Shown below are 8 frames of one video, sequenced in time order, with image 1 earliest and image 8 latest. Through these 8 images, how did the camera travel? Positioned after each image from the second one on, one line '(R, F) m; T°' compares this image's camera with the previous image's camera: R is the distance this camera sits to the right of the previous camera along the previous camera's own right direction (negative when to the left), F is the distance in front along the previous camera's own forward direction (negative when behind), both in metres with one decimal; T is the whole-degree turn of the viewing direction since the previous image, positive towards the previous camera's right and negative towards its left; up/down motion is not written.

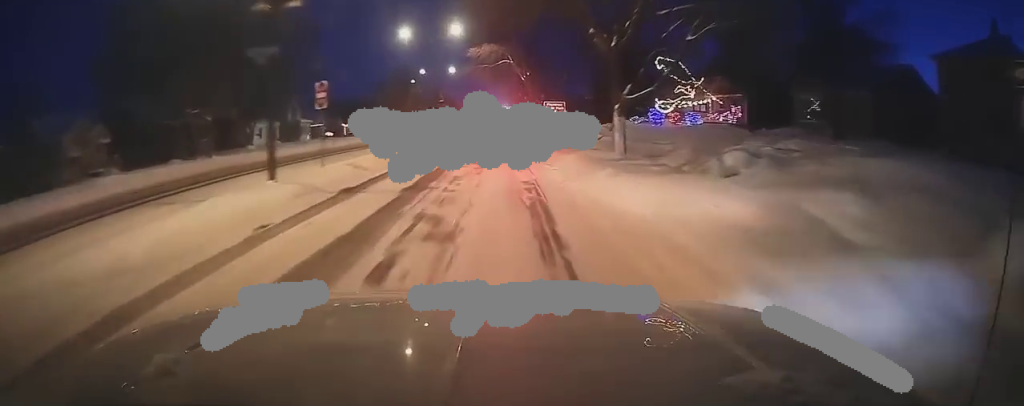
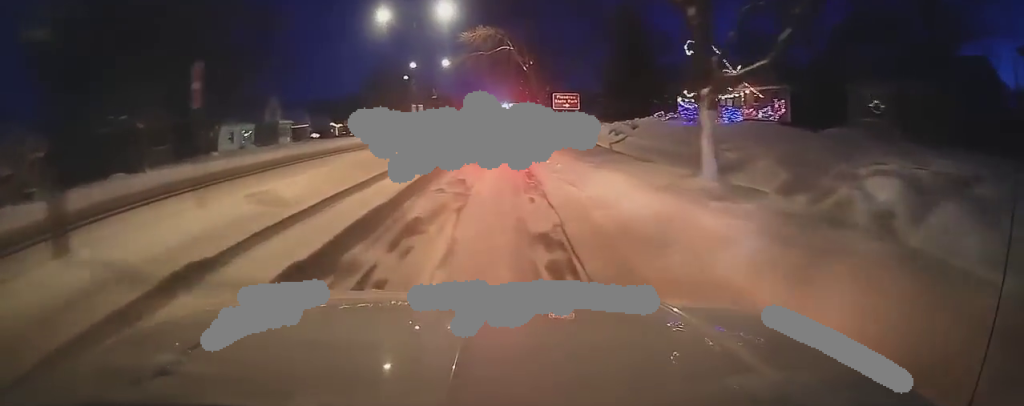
(-0.1, +7.9) m; 0°
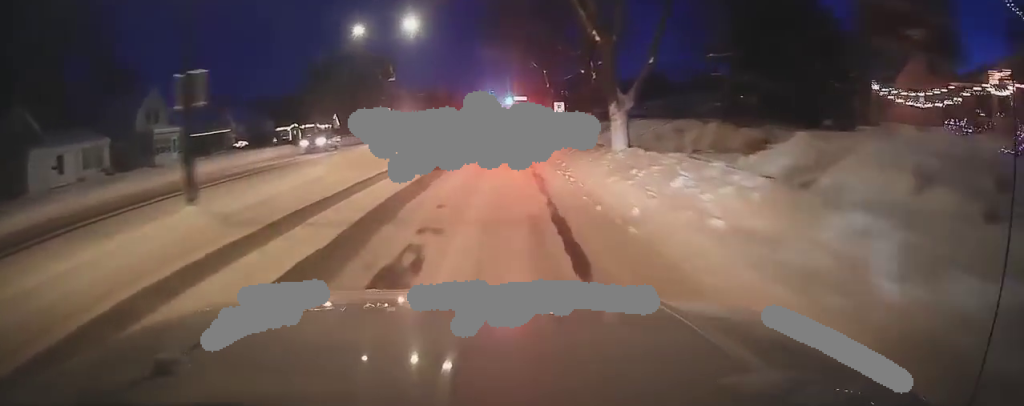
(-0.1, +28.3) m; -1°
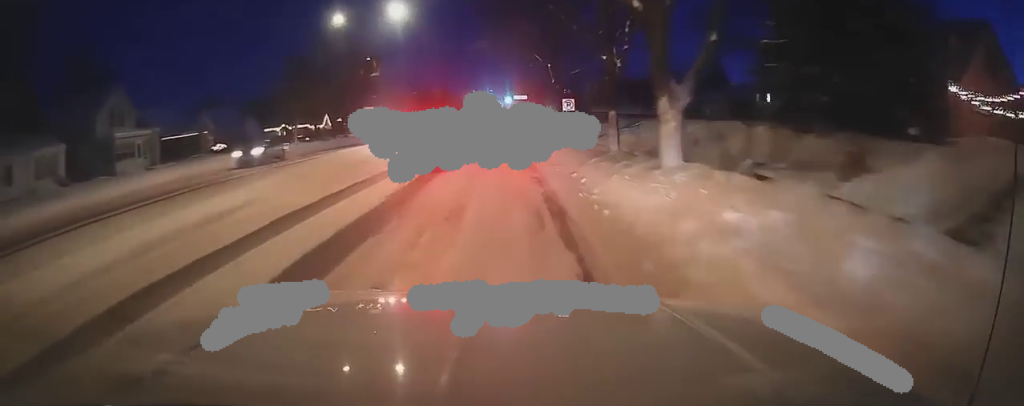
(-0.2, +5.4) m; 0°
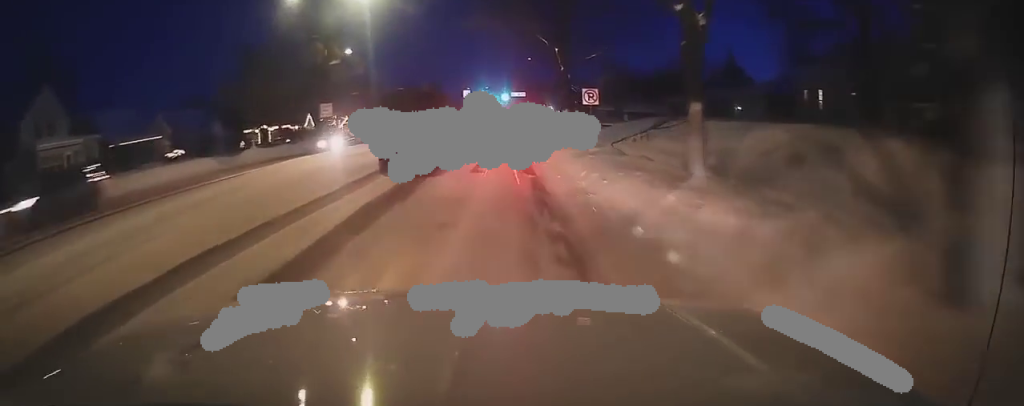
(+0.4, +8.6) m; +2°
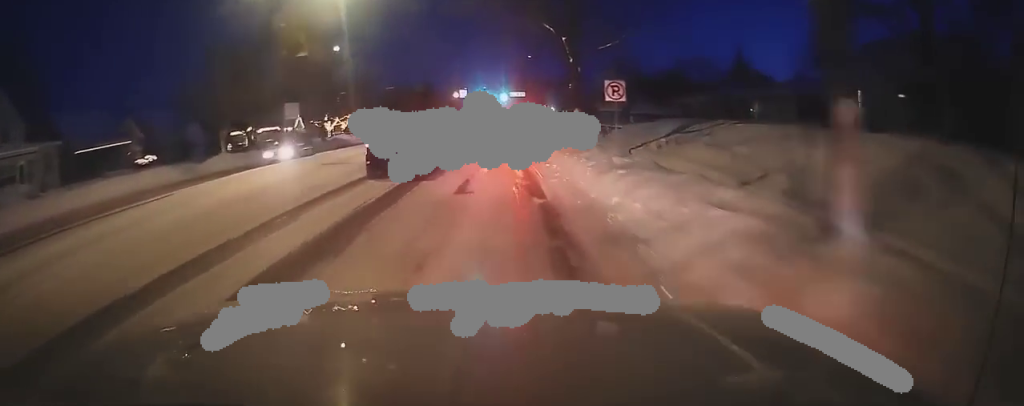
(0.0, +4.9) m; +1°
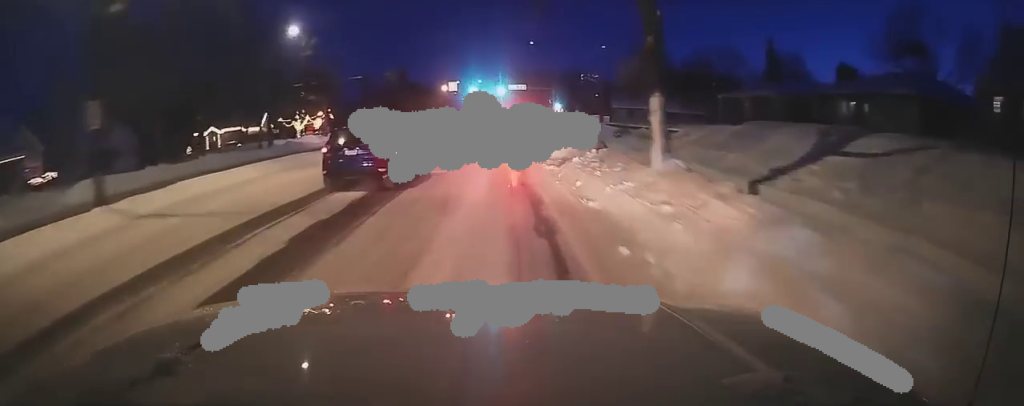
(0.0, +14.0) m; 0°
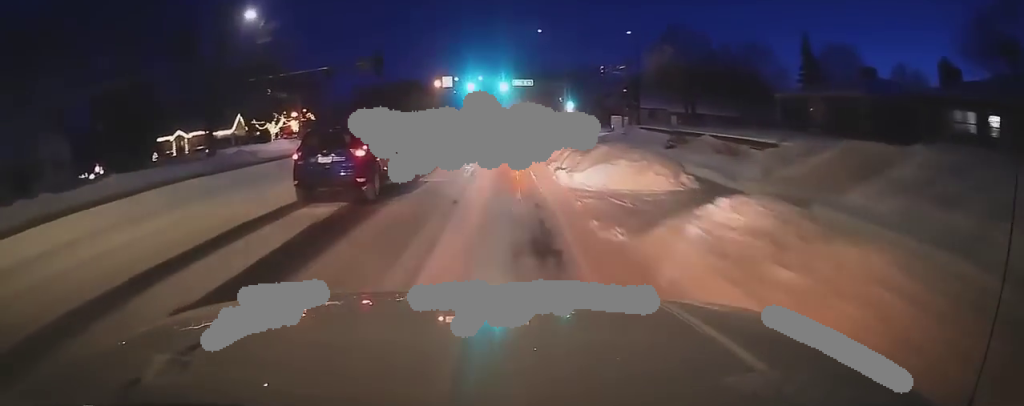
(0.0, +11.1) m; 0°
